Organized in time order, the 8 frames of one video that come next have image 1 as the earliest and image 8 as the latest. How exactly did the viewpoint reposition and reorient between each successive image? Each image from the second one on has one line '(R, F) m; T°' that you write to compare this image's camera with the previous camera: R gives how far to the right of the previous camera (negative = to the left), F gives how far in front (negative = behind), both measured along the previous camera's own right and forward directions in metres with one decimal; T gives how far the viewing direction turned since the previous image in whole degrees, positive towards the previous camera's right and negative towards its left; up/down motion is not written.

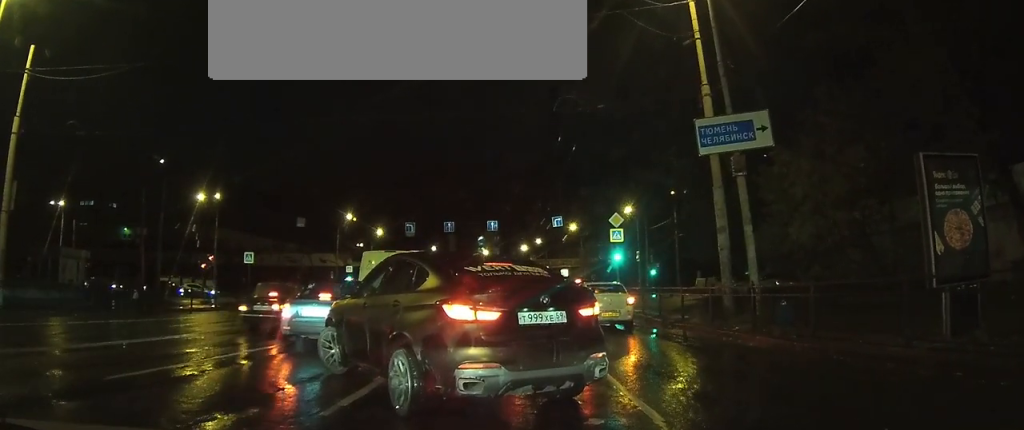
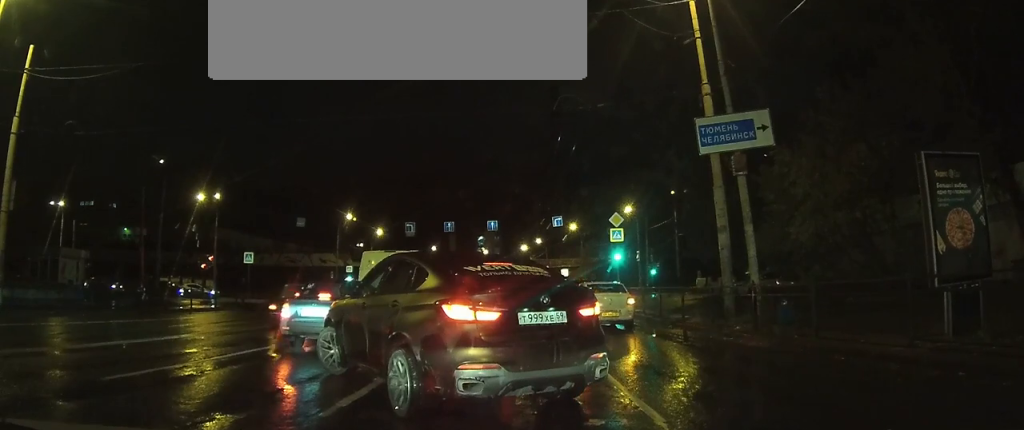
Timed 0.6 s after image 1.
(0.0, 0.0) m; 0°
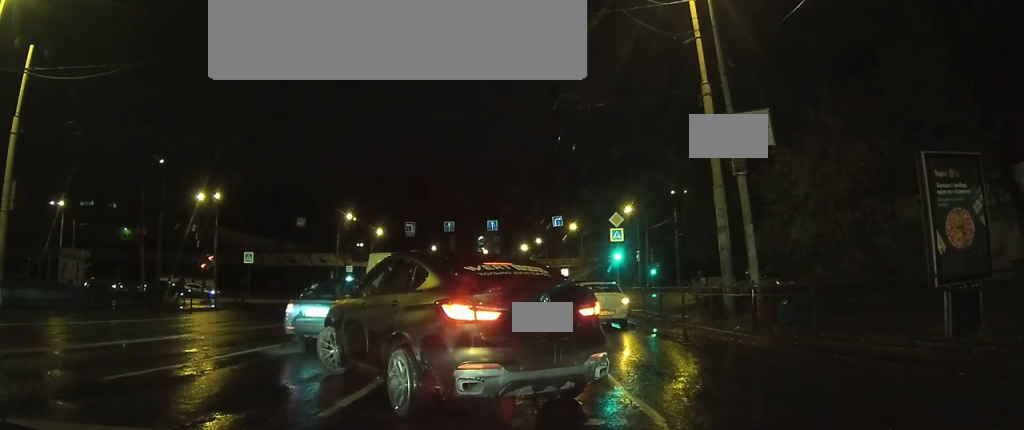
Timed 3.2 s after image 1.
(0.0, 0.0) m; 0°
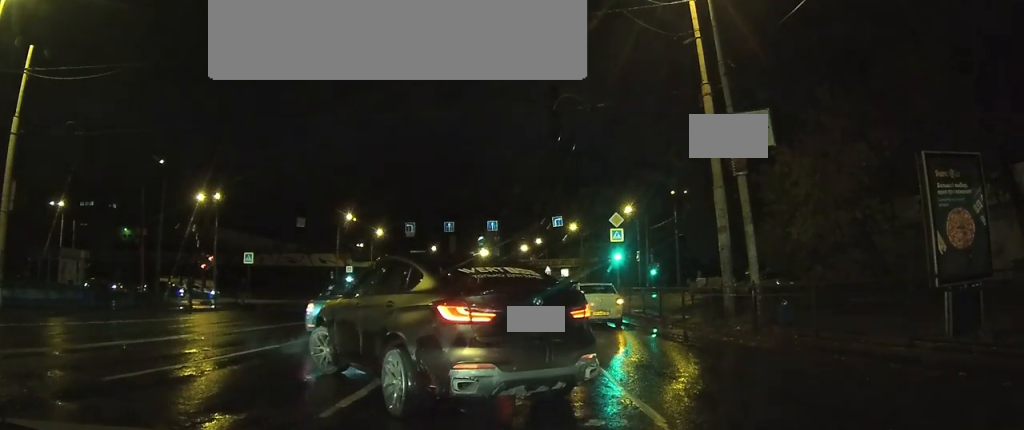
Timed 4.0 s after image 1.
(0.0, 0.0) m; 0°
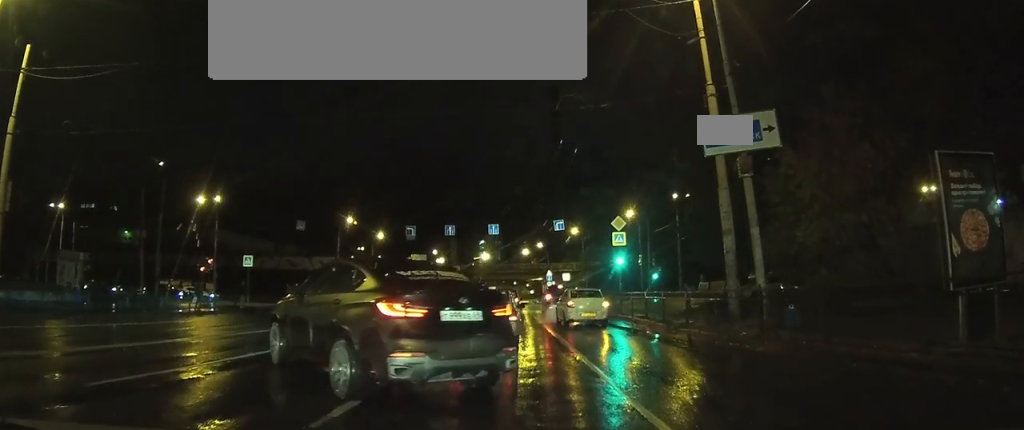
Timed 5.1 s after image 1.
(0.0, 0.0) m; 0°
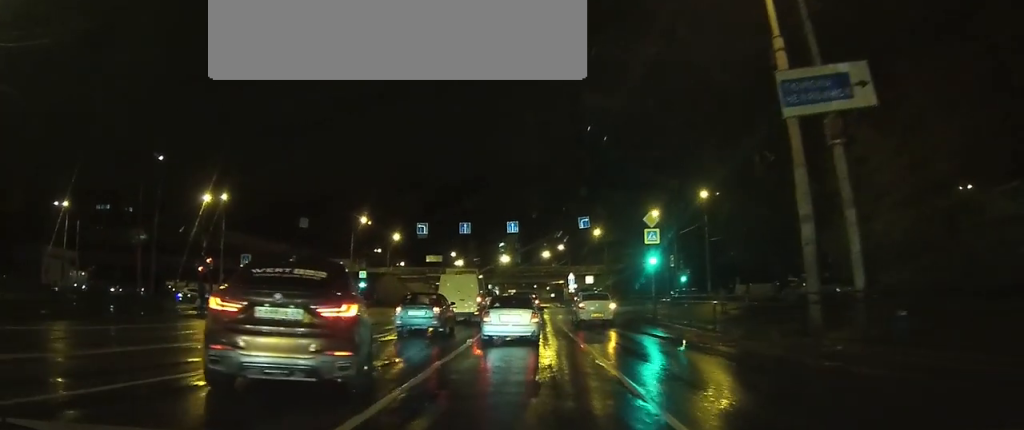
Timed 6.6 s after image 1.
(-0.2, +2.5) m; -2°
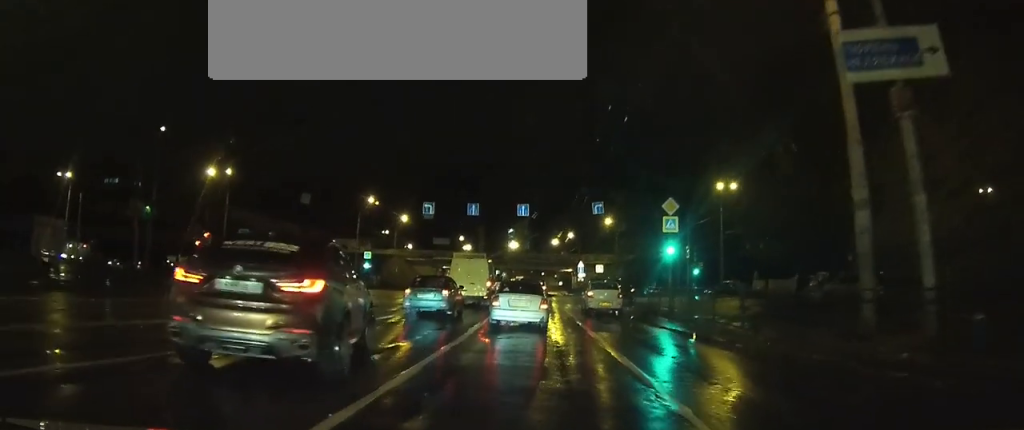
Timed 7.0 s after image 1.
(0.0, +1.8) m; 0°
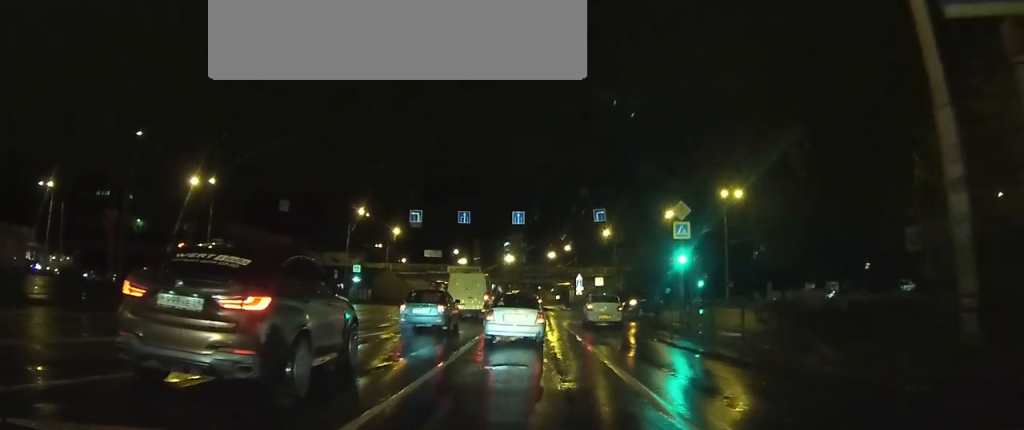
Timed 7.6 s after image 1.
(0.0, +2.8) m; 0°
